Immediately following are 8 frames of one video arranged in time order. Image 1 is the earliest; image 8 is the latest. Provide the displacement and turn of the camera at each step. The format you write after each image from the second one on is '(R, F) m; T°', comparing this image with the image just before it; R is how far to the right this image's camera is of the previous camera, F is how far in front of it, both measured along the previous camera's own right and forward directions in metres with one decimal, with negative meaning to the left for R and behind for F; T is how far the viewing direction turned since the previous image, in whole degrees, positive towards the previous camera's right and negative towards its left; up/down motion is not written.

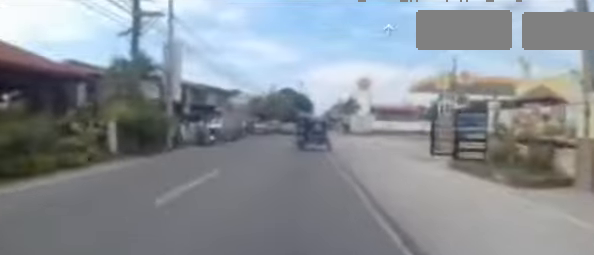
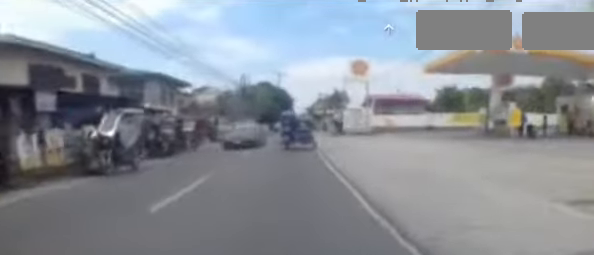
(-0.5, +8.3) m; -2°
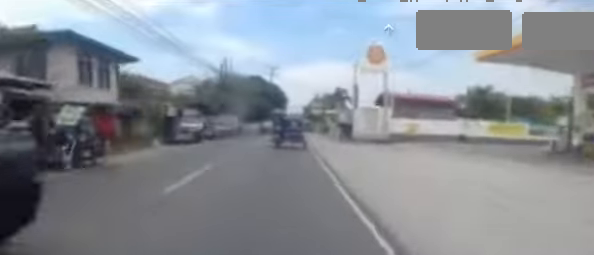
(+0.1, +8.1) m; +4°
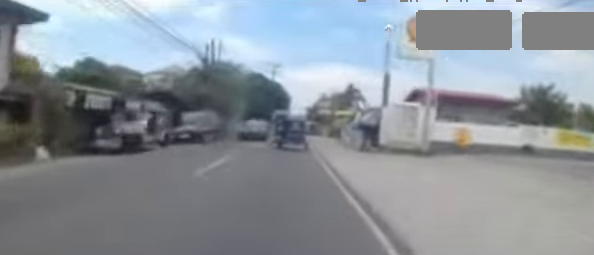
(+0.4, +7.3) m; +3°
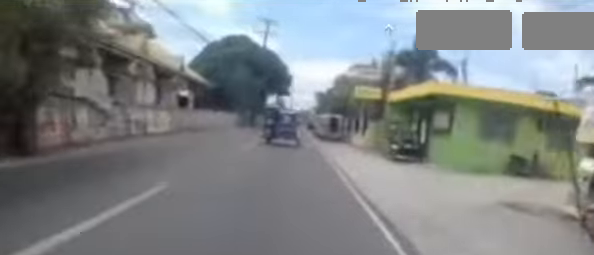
(-0.5, +23.0) m; -4°
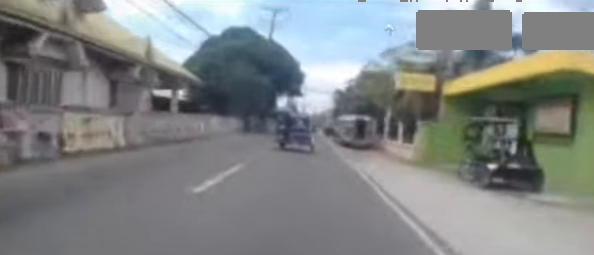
(-0.2, +5.3) m; 0°
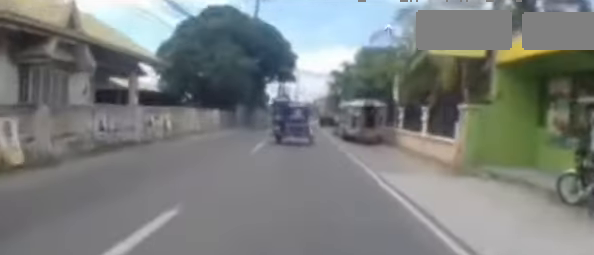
(+0.2, +3.7) m; +2°
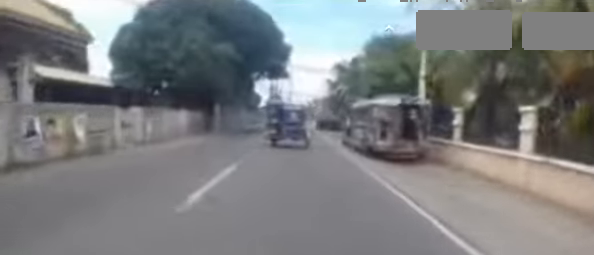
(+0.1, +5.6) m; +3°
